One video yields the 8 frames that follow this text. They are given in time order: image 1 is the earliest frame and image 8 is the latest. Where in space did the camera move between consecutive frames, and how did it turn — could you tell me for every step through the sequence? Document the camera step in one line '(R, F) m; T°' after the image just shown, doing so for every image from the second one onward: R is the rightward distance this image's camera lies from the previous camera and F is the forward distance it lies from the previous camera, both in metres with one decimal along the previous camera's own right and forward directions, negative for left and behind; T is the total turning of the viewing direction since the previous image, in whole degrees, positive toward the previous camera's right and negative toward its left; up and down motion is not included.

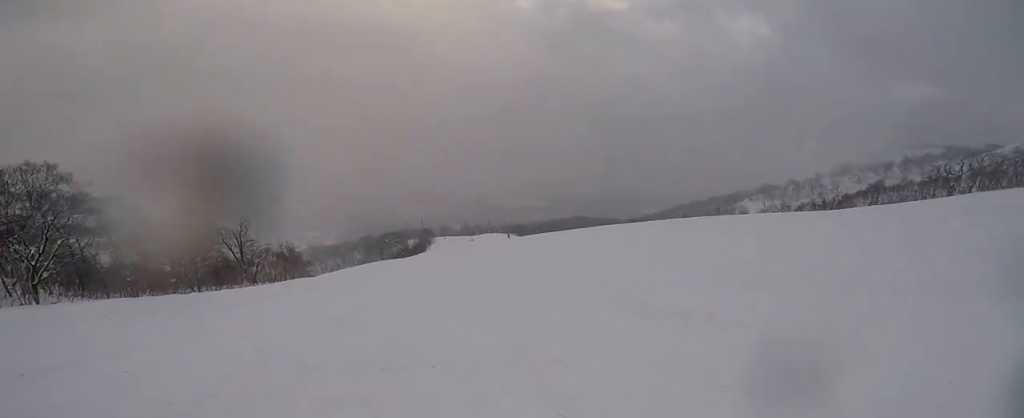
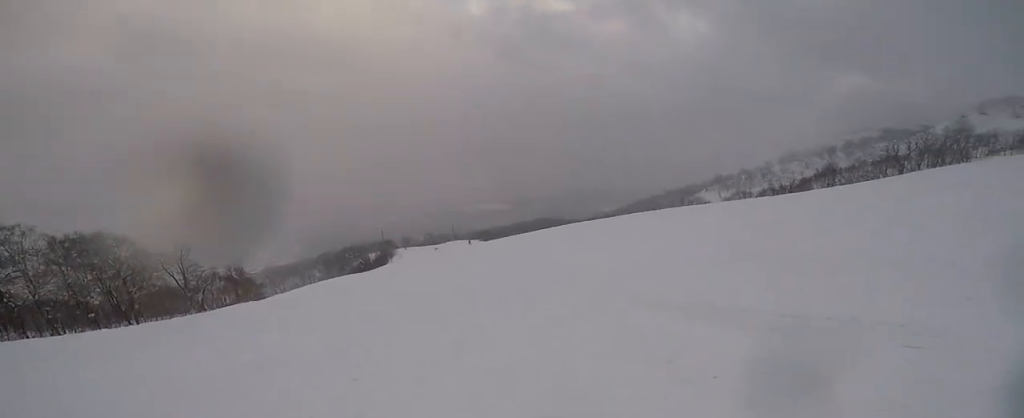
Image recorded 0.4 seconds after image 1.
(-0.1, +3.6) m; -2°
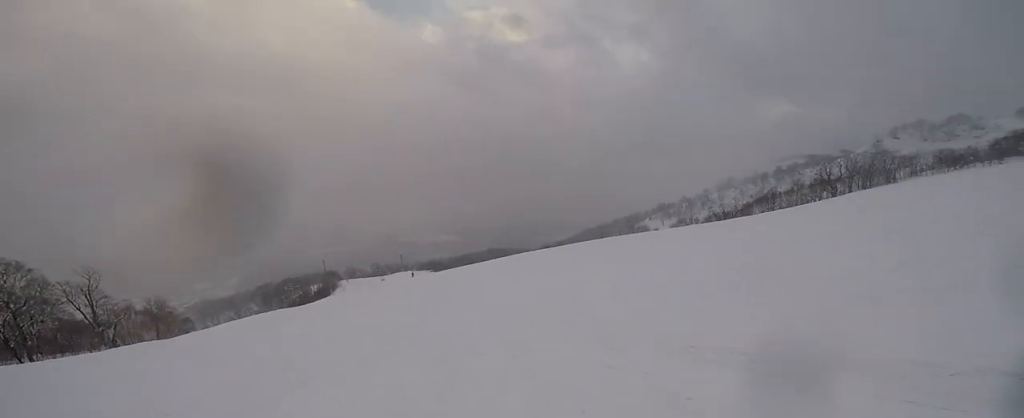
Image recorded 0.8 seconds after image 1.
(0.0, +3.7) m; -3°
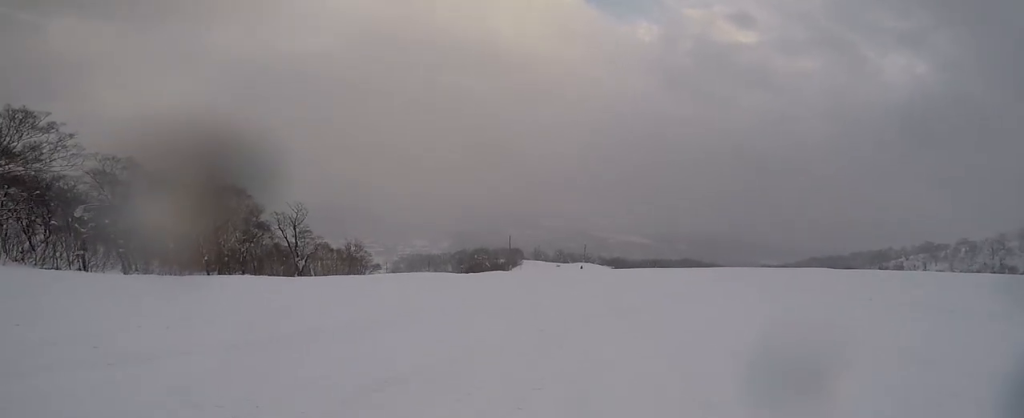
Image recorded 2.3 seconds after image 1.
(-0.8, +12.3) m; -1°
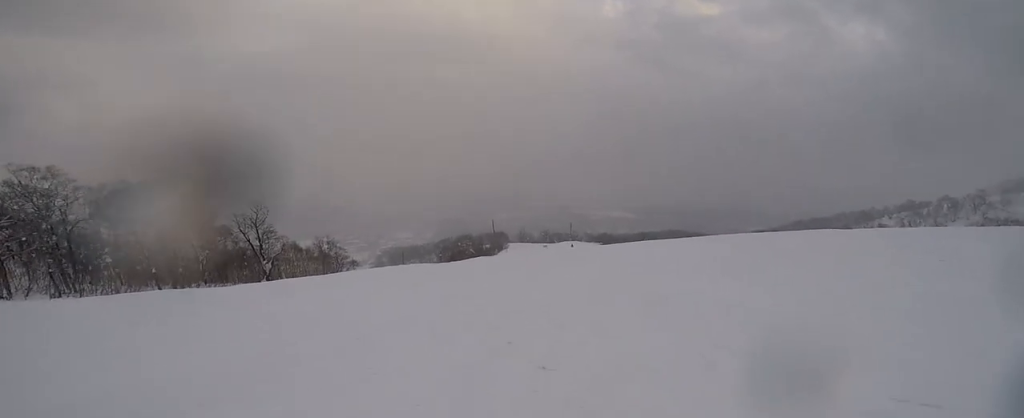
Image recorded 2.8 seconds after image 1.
(+0.3, +4.8) m; +4°
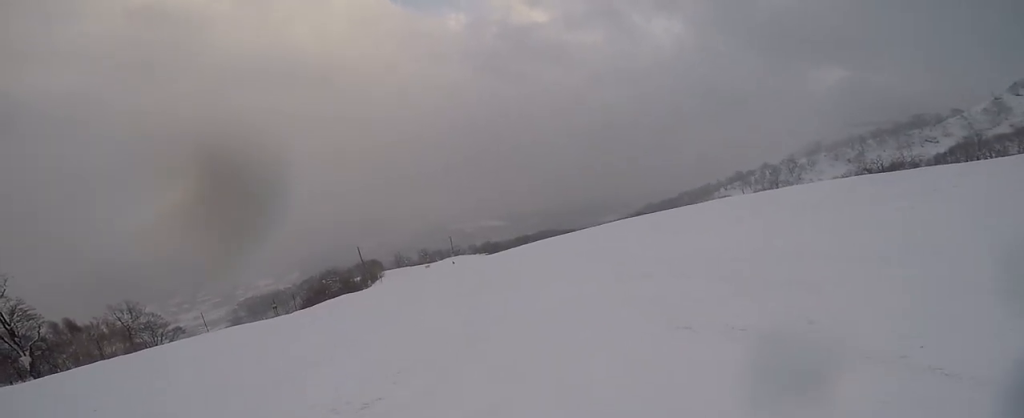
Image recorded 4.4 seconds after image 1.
(+0.1, +12.7) m; -6°
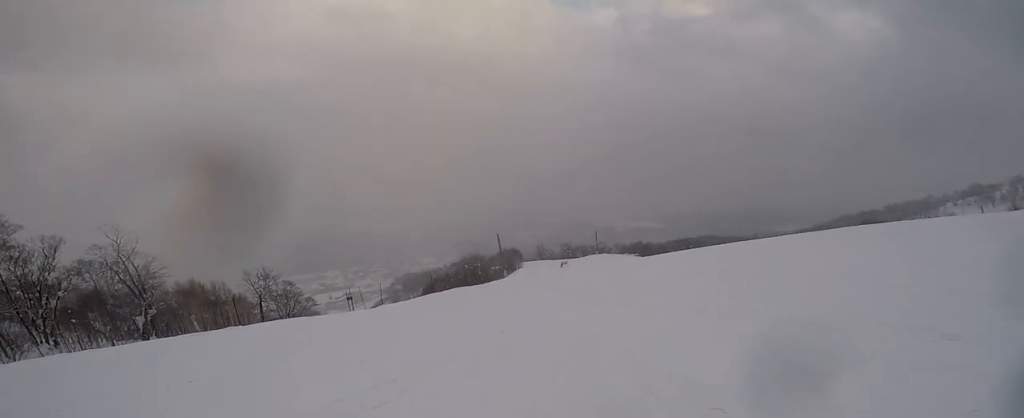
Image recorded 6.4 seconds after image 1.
(-1.3, +14.6) m; -3°
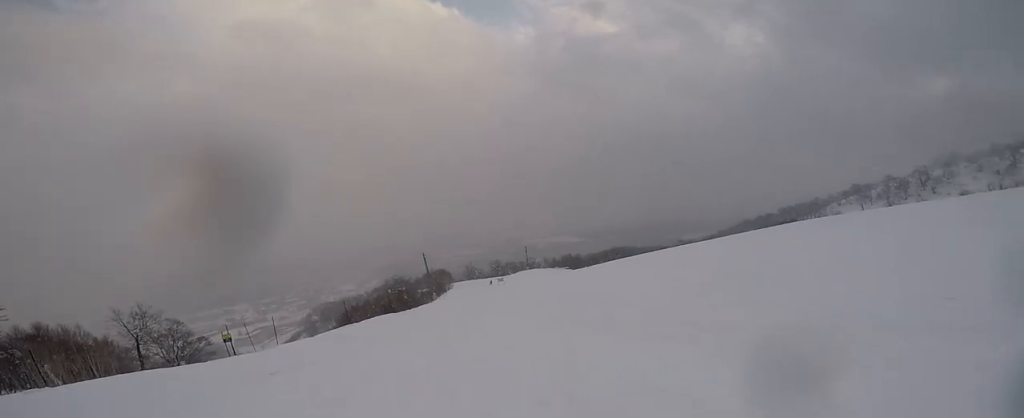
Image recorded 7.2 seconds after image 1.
(-0.1, +5.8) m; +5°
